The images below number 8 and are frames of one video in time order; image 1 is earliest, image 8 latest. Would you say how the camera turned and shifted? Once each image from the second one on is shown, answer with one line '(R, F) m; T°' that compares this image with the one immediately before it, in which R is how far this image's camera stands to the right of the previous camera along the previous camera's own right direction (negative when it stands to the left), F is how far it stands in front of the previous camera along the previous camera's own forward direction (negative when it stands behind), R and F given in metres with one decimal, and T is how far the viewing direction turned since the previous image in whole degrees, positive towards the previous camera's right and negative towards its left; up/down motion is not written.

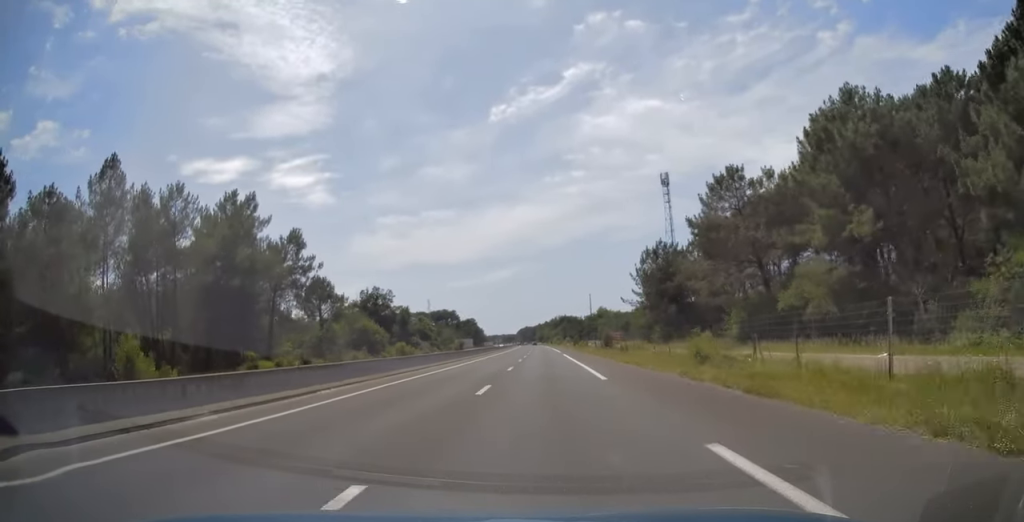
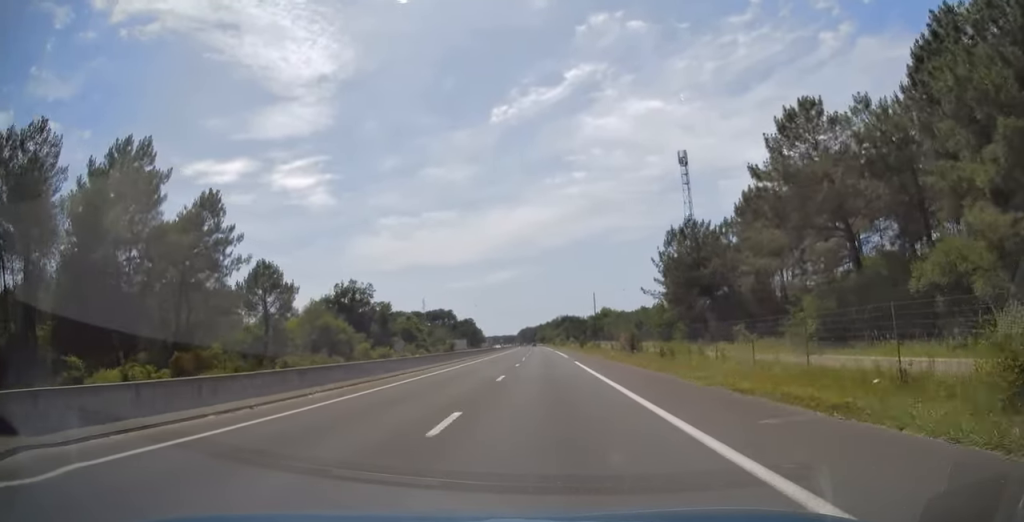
(+0.1, +19.9) m; -1°
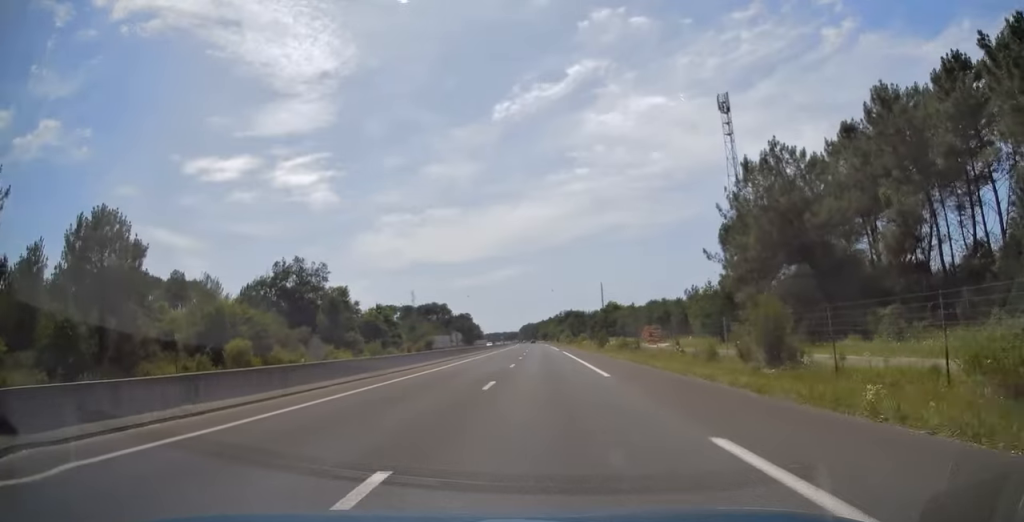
(-0.5, +31.7) m; 0°
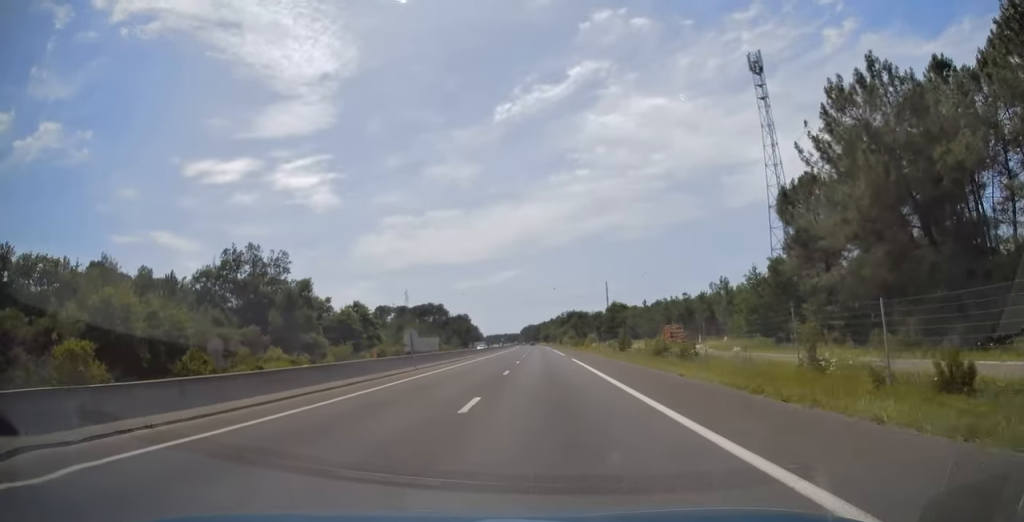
(+0.2, +17.7) m; 0°
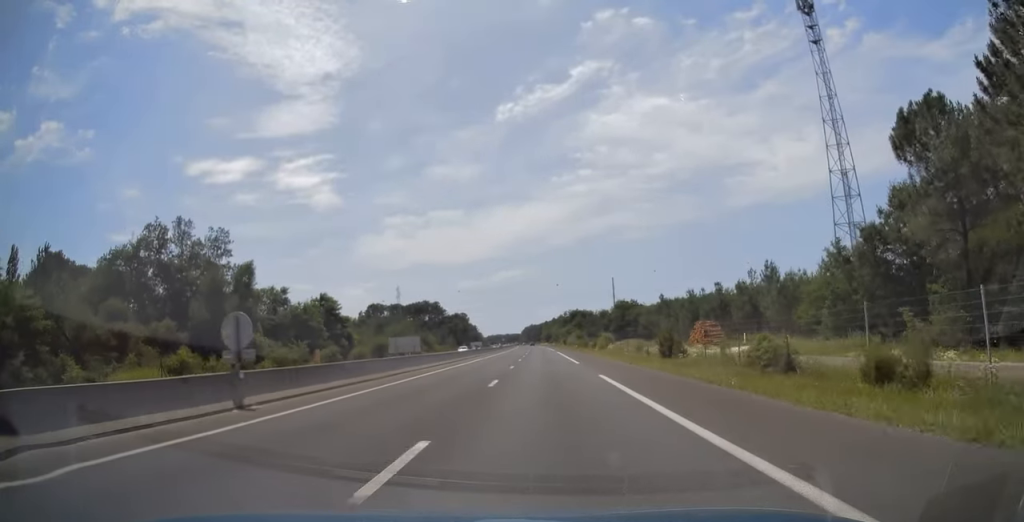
(+0.1, +19.3) m; 0°
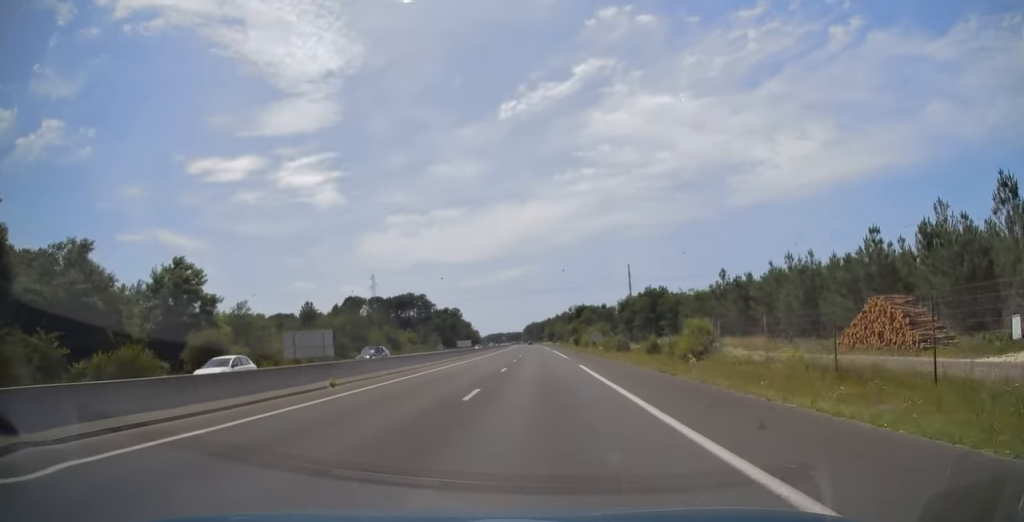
(-0.2, +43.5) m; 0°
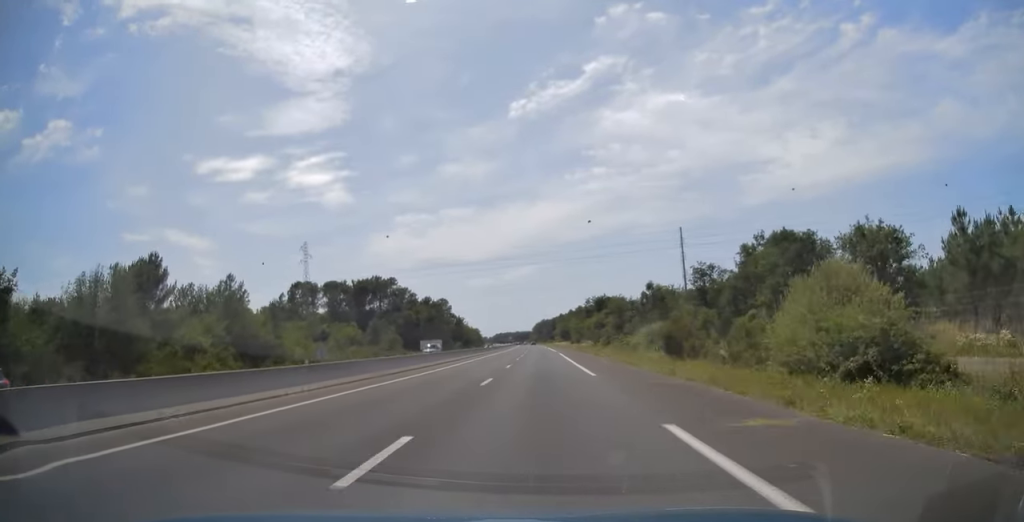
(-0.6, +73.5) m; -1°
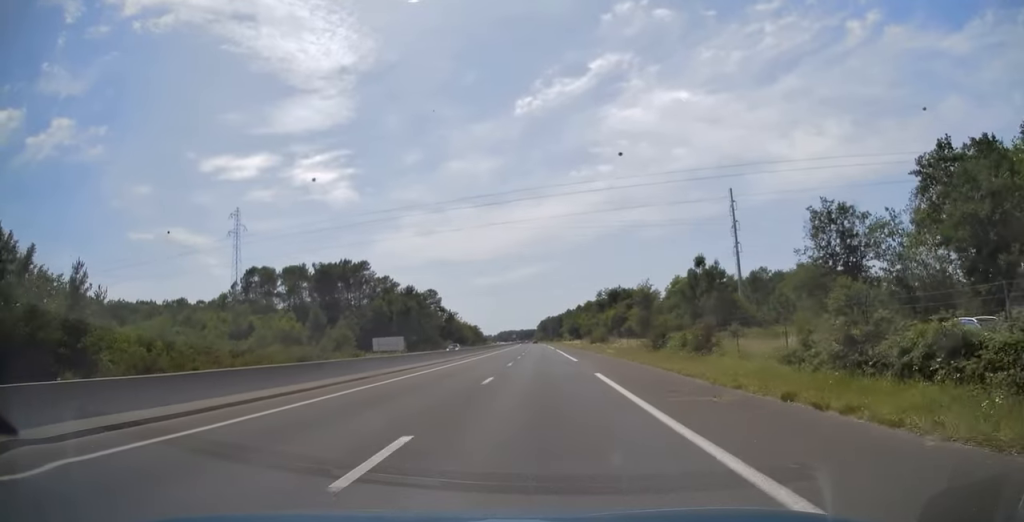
(-0.5, +39.2) m; 0°
